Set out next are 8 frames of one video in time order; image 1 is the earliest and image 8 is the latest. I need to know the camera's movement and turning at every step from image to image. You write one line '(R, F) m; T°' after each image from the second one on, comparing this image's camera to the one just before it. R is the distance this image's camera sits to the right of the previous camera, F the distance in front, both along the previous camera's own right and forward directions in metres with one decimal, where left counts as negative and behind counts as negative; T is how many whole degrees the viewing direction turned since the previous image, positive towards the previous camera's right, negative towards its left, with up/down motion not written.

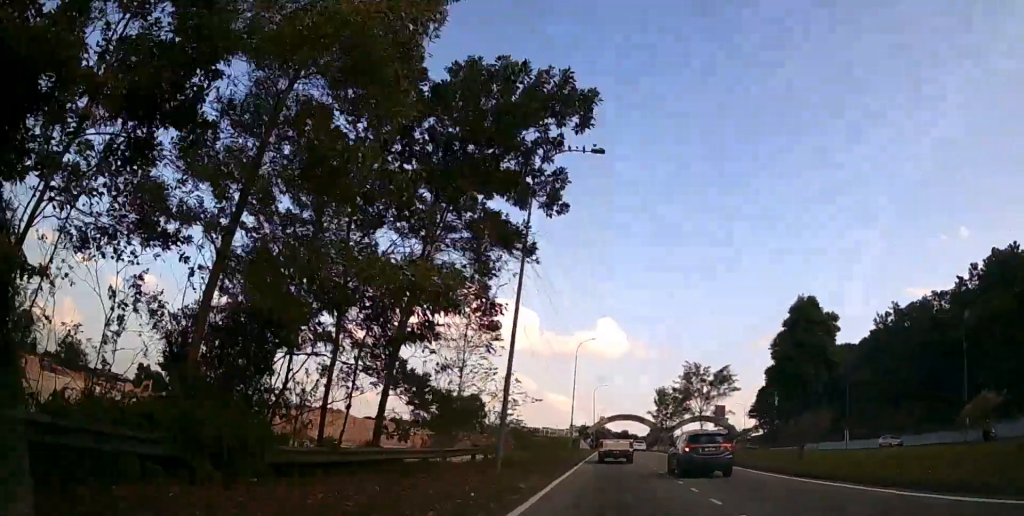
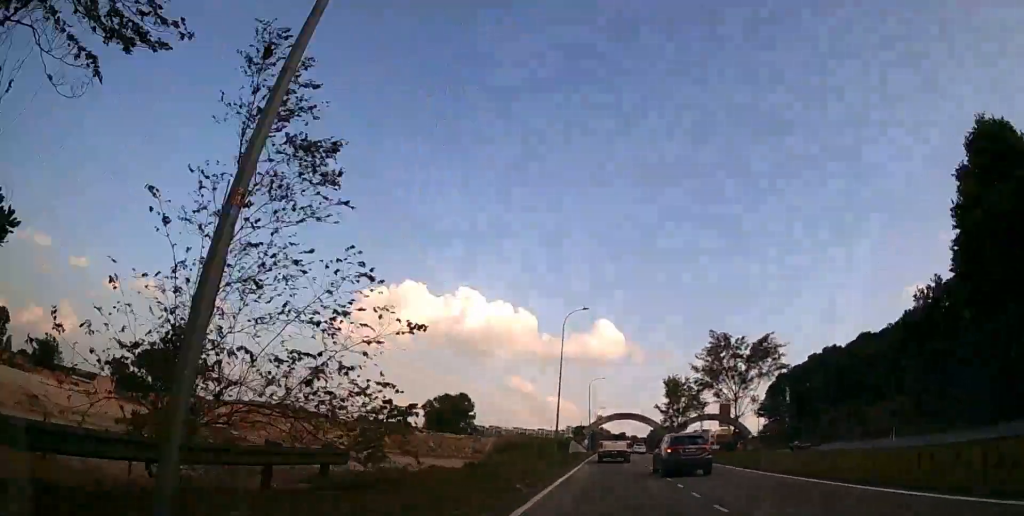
(+0.1, +14.8) m; 0°
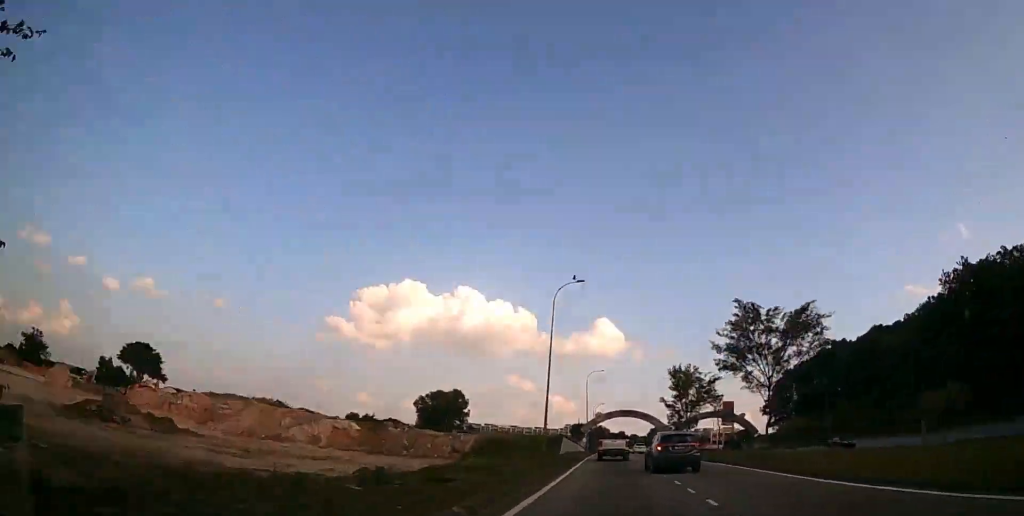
(0.0, +7.5) m; 0°
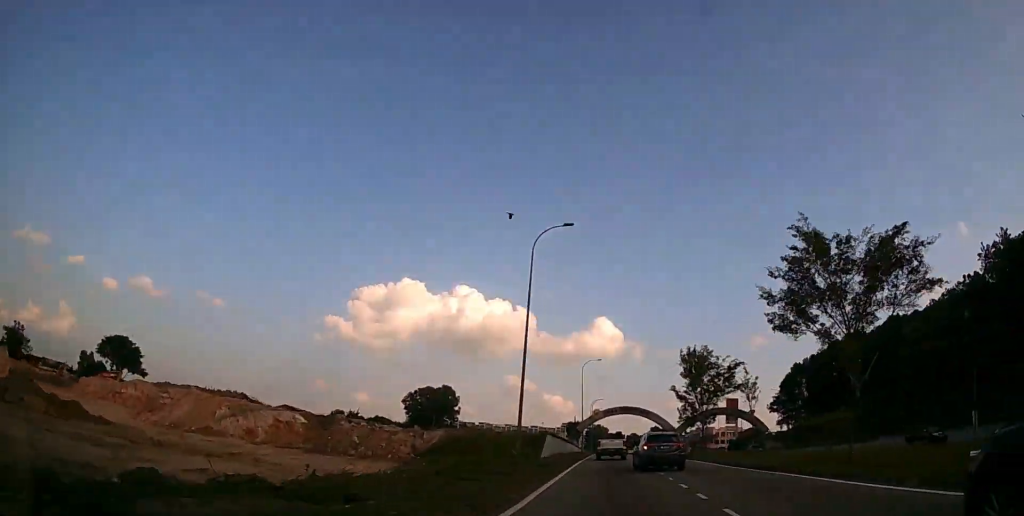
(0.0, +10.5) m; 0°
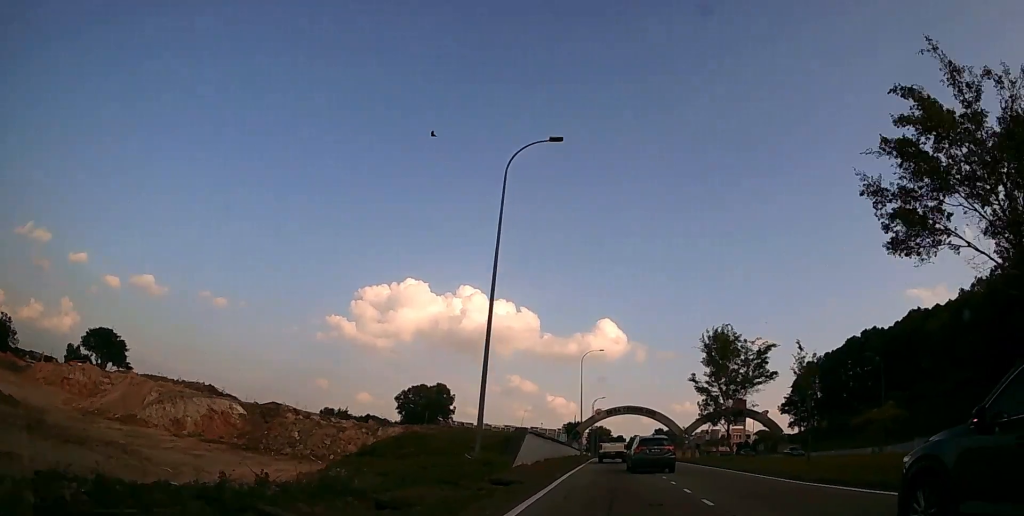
(0.0, +9.1) m; 0°
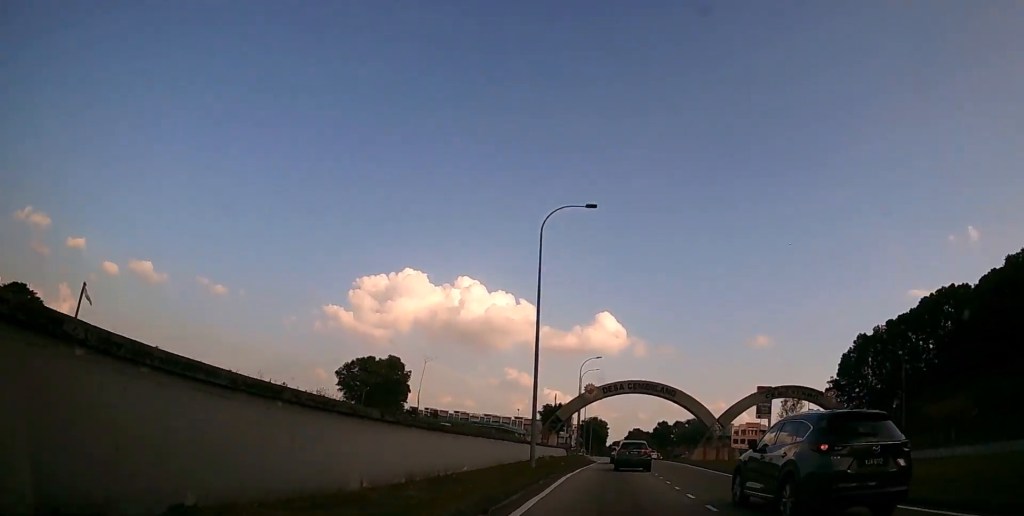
(0.0, +38.2) m; +1°
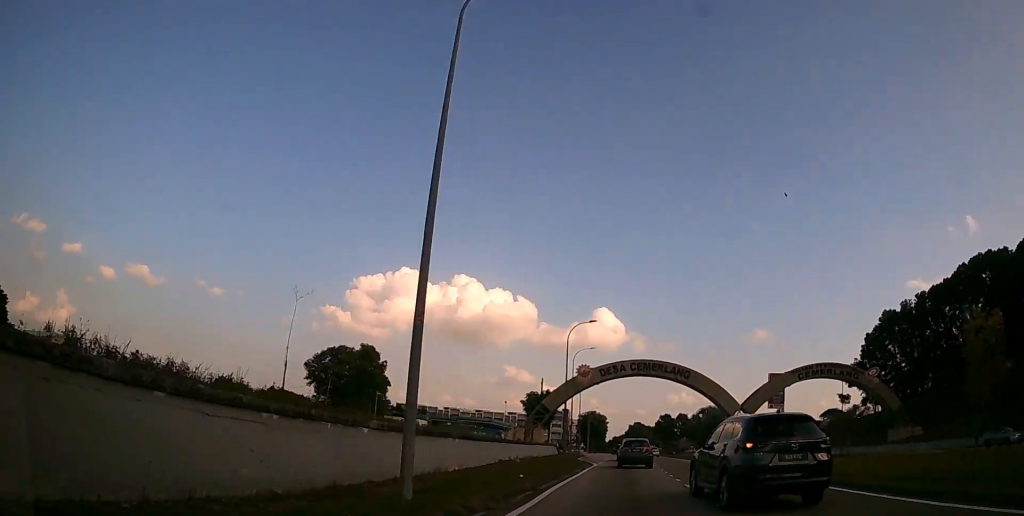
(+0.1, +13.8) m; 0°
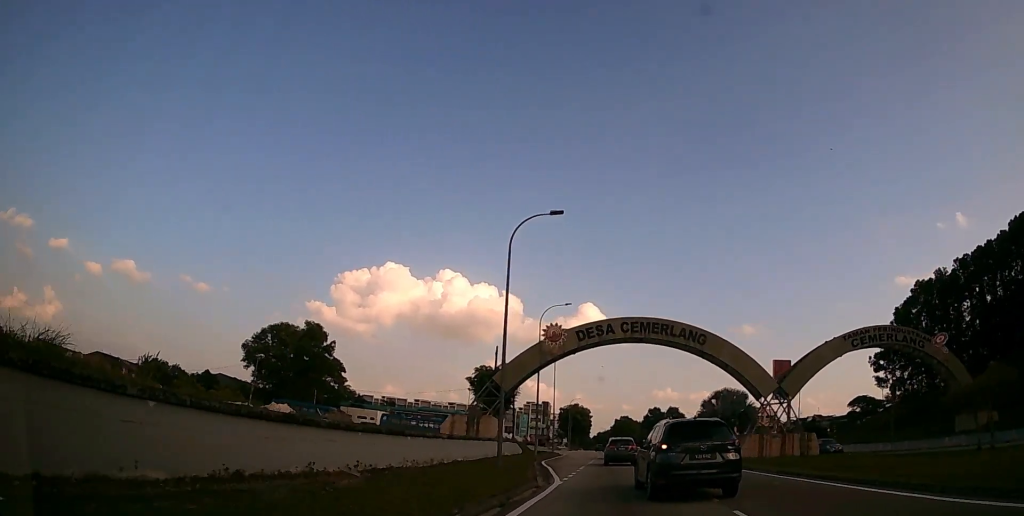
(0.0, +18.8) m; +1°
